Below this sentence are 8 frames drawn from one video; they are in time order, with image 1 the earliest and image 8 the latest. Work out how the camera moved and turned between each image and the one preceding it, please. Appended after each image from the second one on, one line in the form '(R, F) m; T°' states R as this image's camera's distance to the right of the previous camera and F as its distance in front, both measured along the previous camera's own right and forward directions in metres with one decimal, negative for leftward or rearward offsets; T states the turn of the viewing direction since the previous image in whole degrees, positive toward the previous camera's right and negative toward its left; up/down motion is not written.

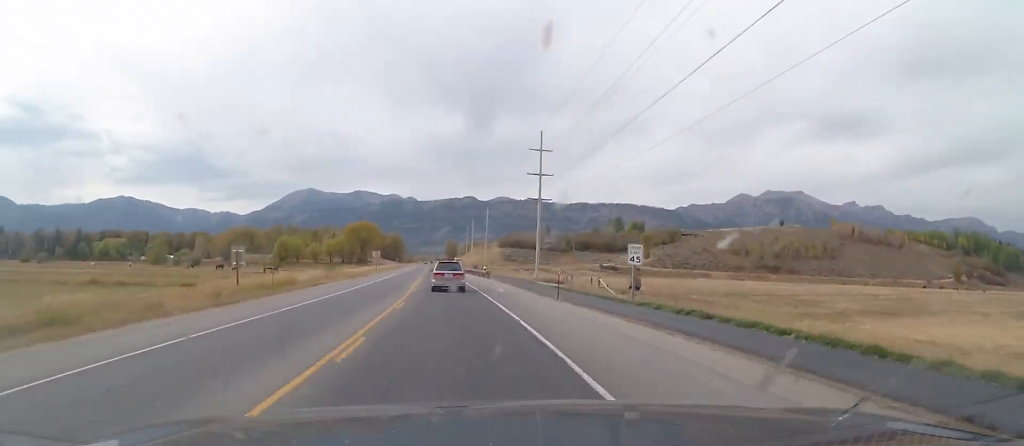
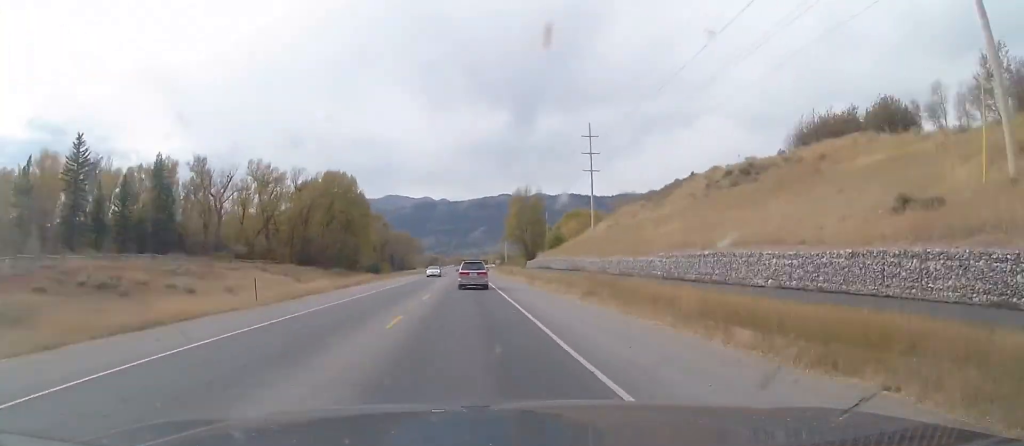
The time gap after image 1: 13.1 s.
(-19.7, +276.3) m; -4°
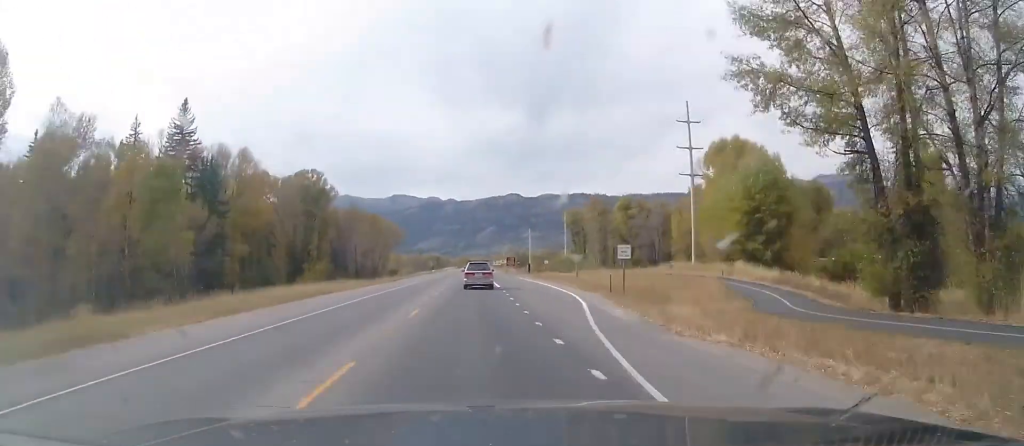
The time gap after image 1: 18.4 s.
(+0.9, +109.9) m; 0°
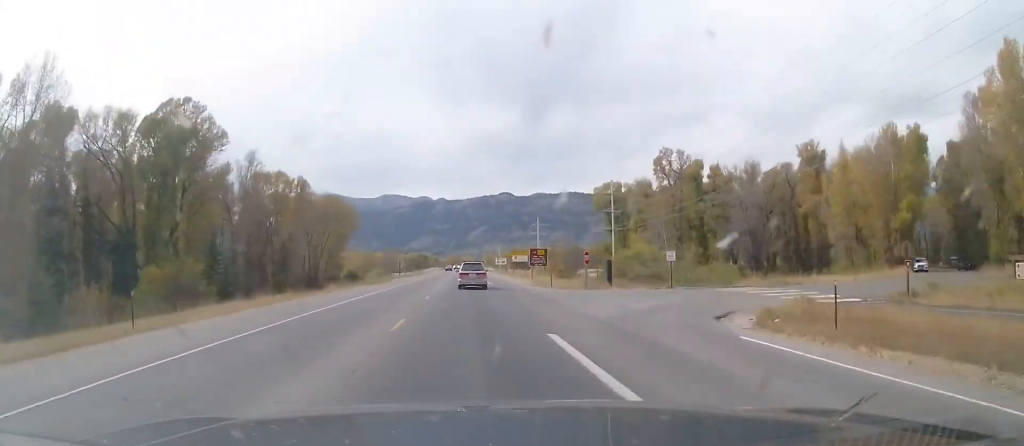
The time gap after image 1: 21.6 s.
(+0.3, +65.5) m; 0°
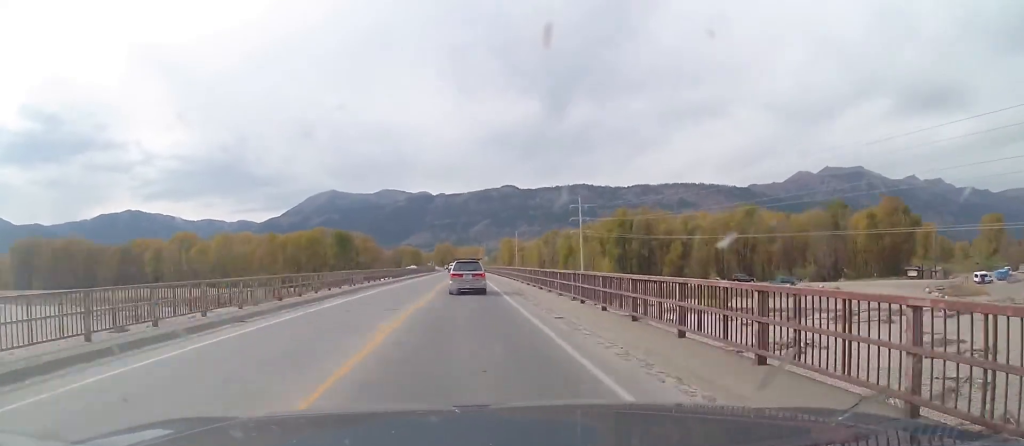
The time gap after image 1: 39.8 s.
(-2.6, +312.4) m; -1°
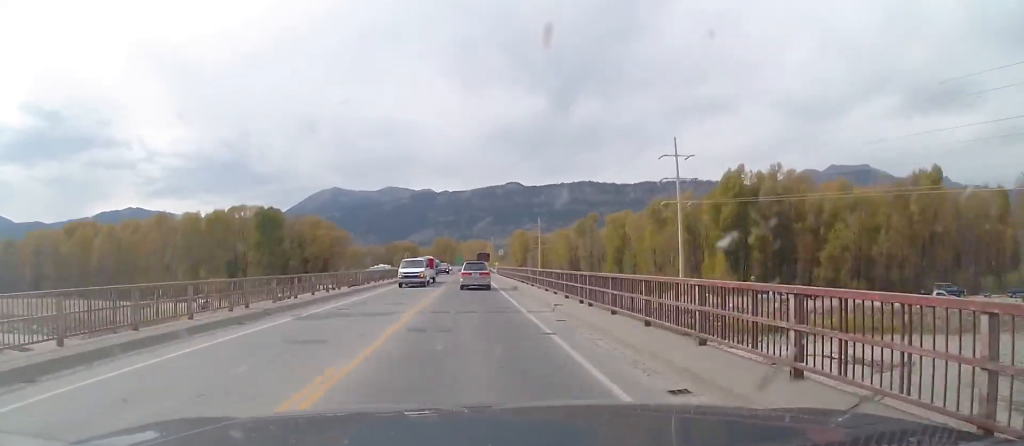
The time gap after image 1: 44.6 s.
(+0.1, +64.8) m; 0°
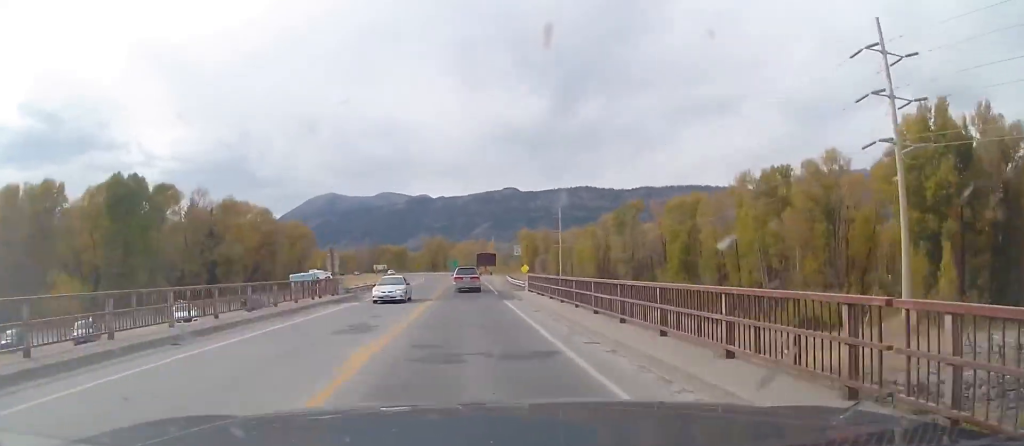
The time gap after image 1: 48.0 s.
(-0.4, +52.0) m; -3°
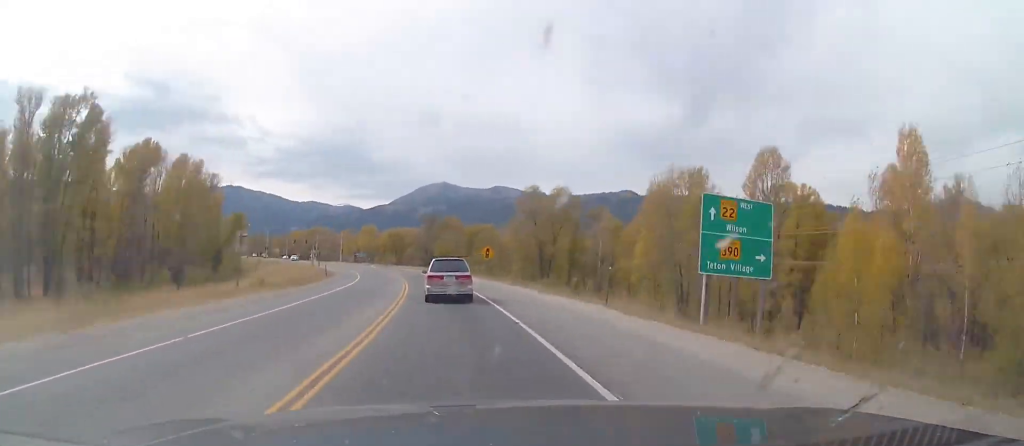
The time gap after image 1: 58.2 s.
(-12.5, +149.1) m; -15°
